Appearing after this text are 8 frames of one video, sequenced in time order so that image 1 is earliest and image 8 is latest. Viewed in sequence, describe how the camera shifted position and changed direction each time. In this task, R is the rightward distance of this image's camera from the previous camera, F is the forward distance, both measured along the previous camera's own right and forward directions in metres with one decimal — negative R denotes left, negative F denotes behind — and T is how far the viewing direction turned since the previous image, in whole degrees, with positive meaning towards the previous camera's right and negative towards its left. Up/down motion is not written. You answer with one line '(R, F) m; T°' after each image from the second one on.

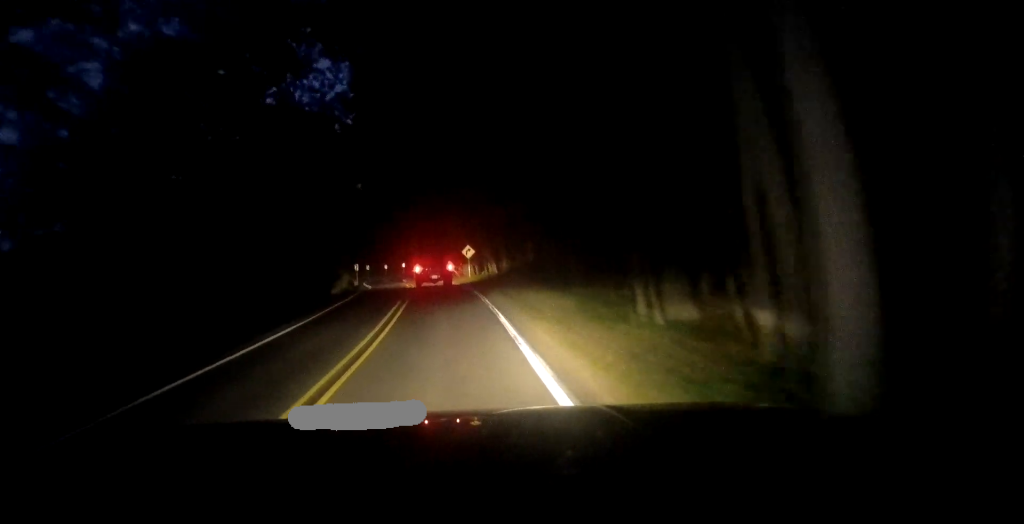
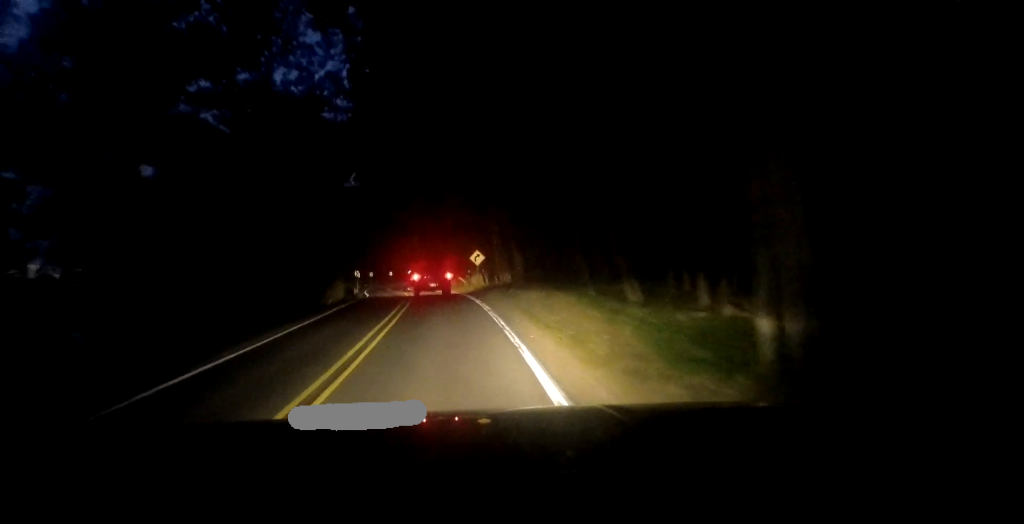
(+0.1, +5.4) m; 0°
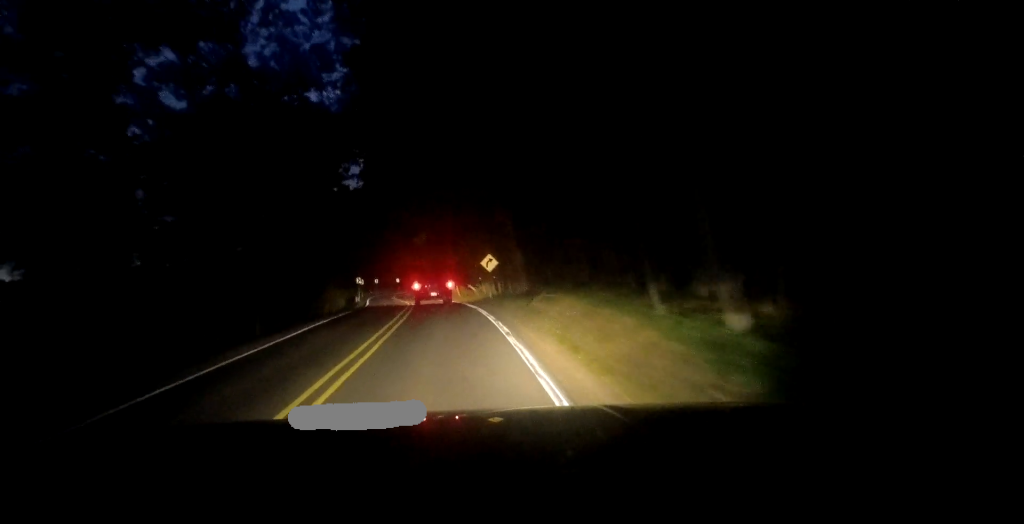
(+0.1, +5.0) m; 0°
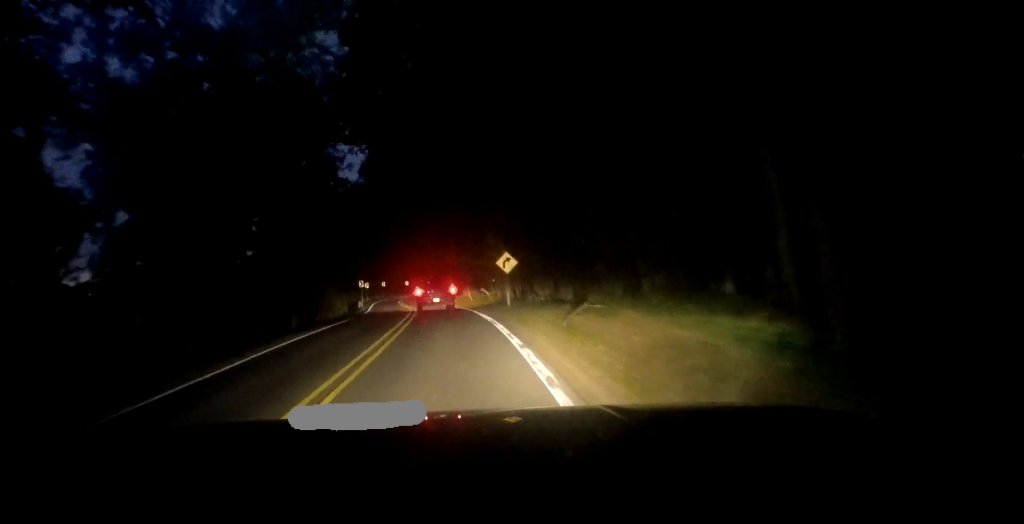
(-0.1, +5.6) m; -2°
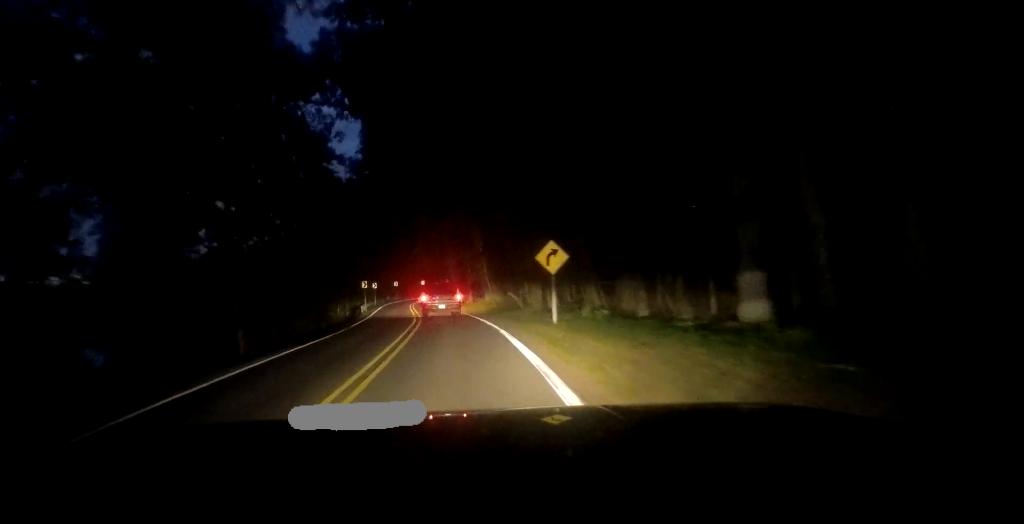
(-0.2, +9.7) m; -3°
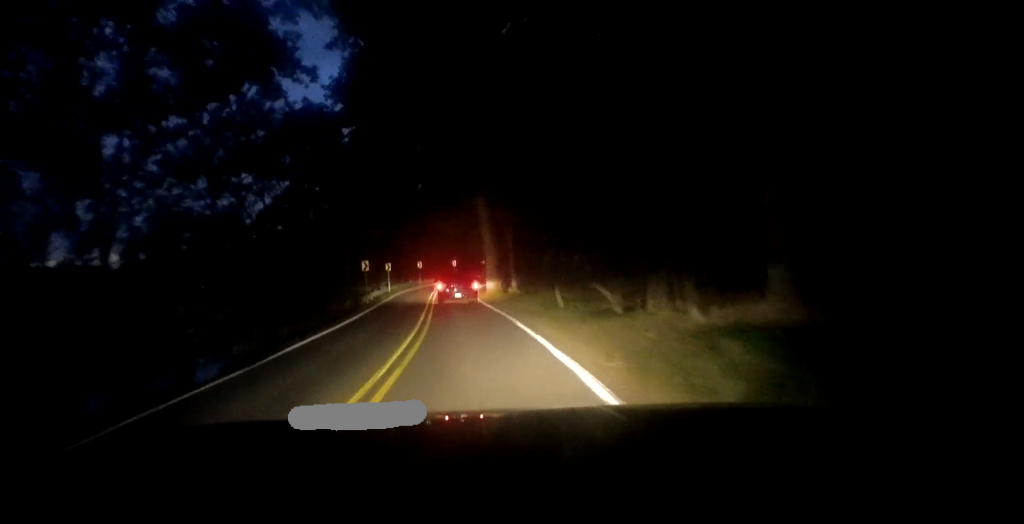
(-0.5, +15.8) m; -3°
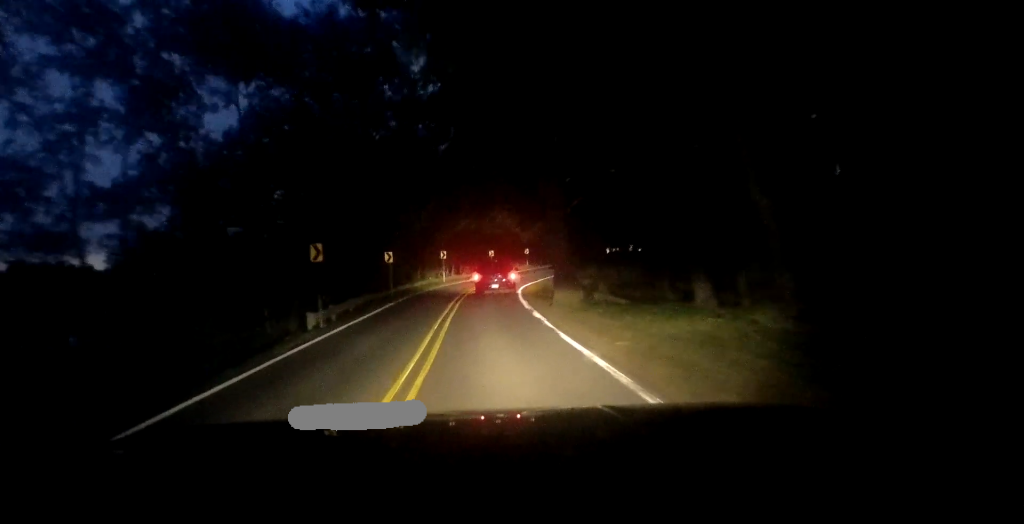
(-0.7, +19.6) m; -4°
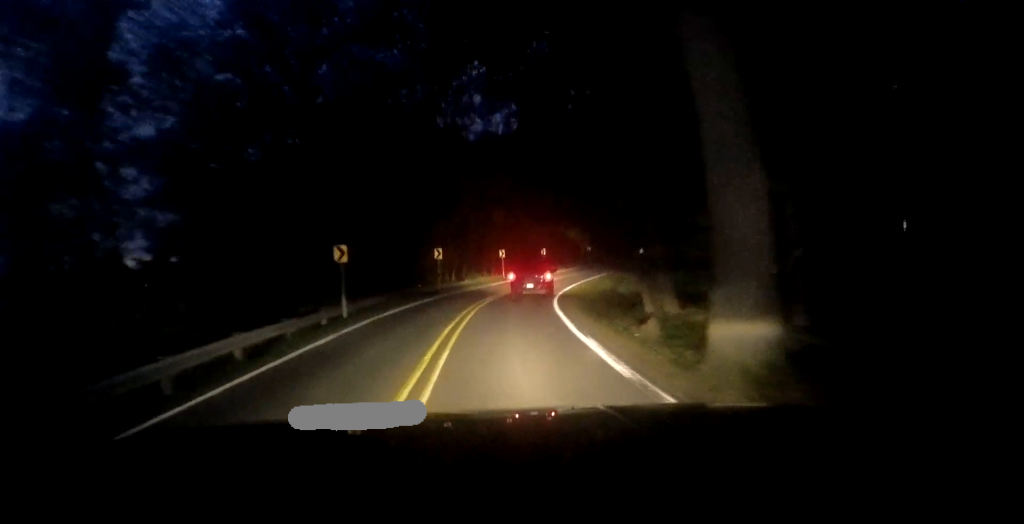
(-0.1, +13.8) m; -1°
